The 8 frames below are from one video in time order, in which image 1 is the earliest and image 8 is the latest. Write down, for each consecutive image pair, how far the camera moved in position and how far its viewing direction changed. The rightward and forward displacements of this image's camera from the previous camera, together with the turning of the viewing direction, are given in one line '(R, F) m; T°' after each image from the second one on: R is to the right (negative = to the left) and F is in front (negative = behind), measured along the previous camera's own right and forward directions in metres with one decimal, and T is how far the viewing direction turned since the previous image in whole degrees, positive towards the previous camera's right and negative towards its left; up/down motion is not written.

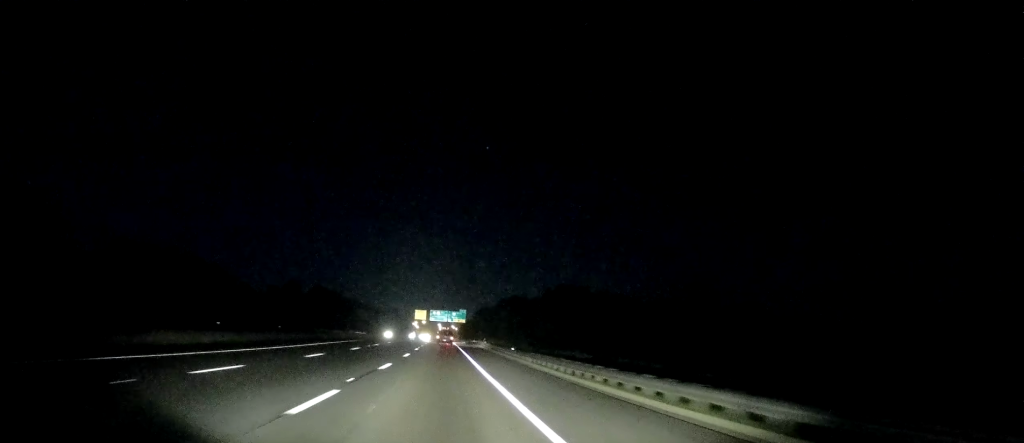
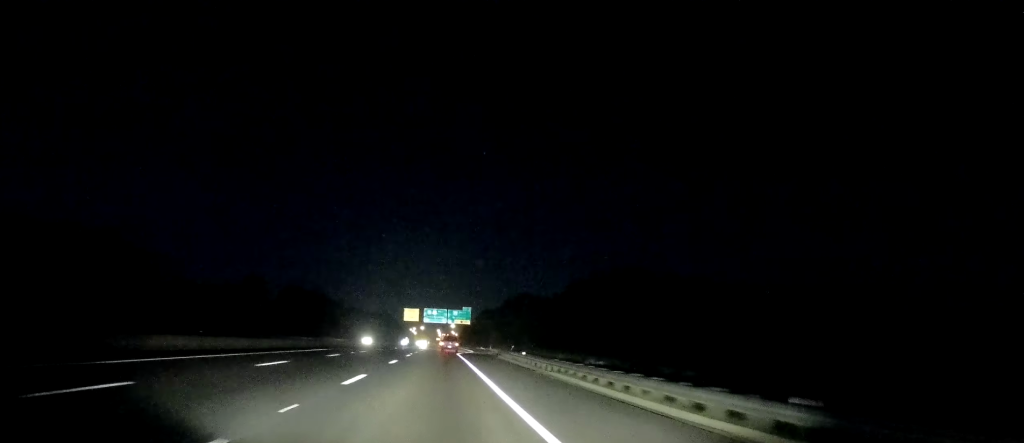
(+0.5, +43.5) m; +1°
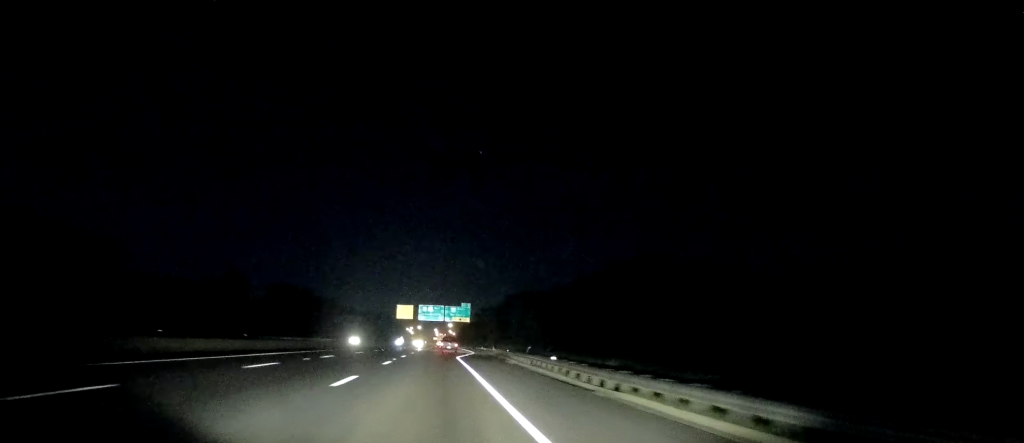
(0.0, +12.9) m; 0°
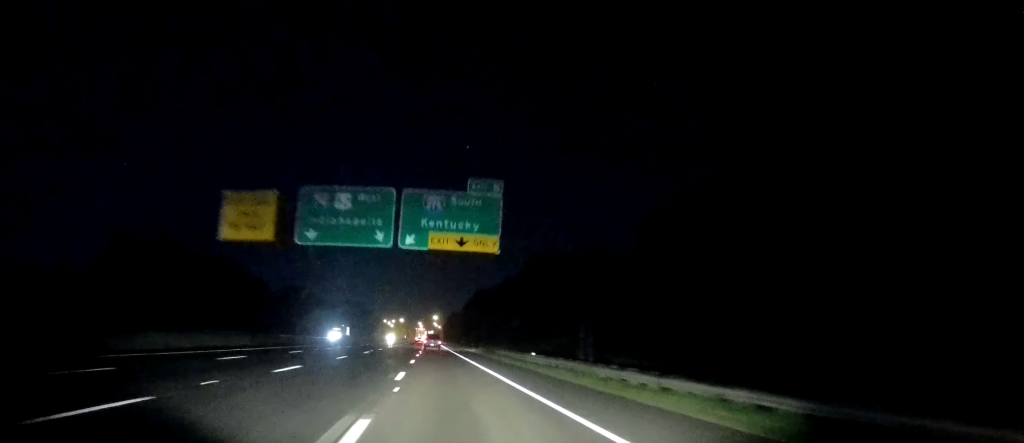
(-2.0, +96.0) m; -1°
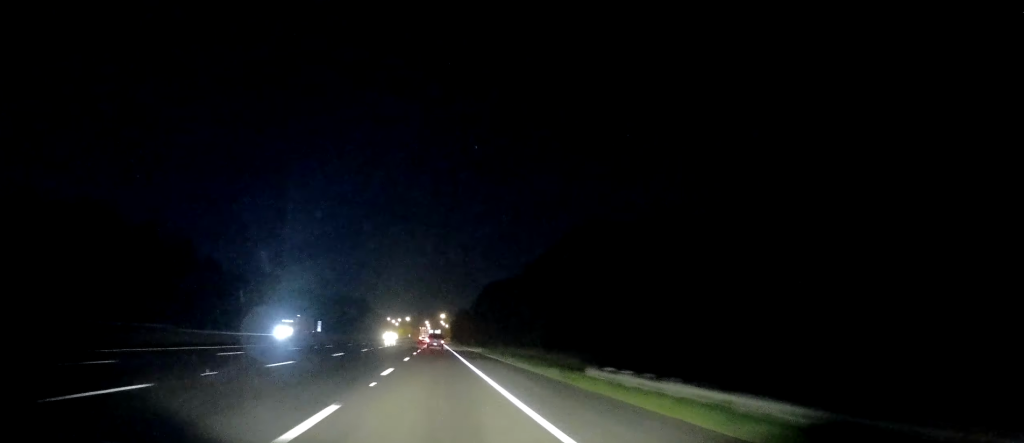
(+0.4, +35.6) m; 0°
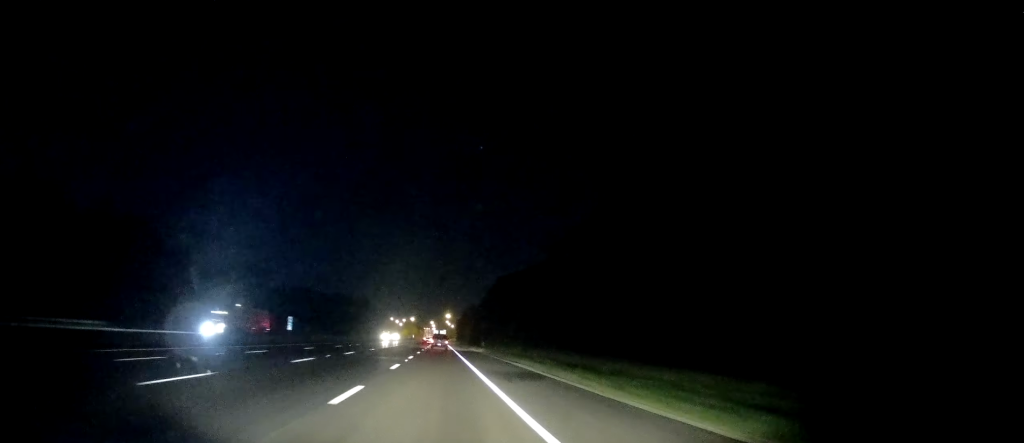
(+0.1, +20.6) m; -1°
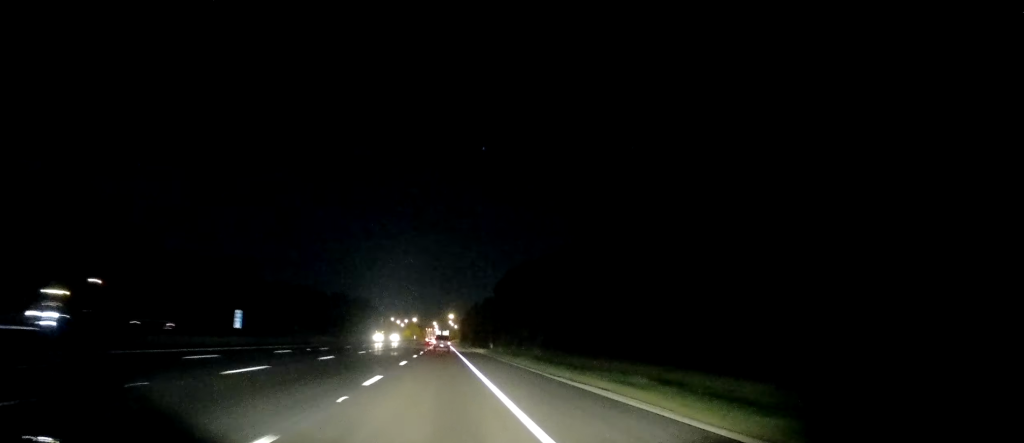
(-0.3, +19.7) m; 0°
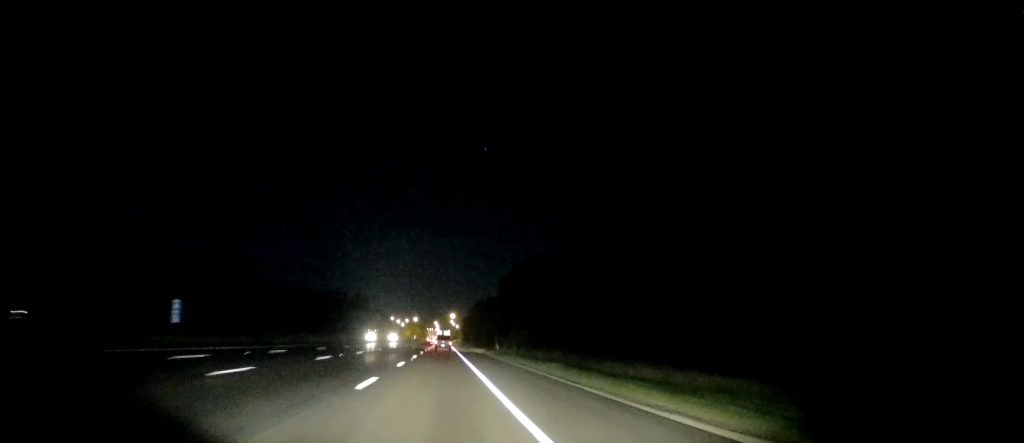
(-0.1, +13.5) m; 0°
